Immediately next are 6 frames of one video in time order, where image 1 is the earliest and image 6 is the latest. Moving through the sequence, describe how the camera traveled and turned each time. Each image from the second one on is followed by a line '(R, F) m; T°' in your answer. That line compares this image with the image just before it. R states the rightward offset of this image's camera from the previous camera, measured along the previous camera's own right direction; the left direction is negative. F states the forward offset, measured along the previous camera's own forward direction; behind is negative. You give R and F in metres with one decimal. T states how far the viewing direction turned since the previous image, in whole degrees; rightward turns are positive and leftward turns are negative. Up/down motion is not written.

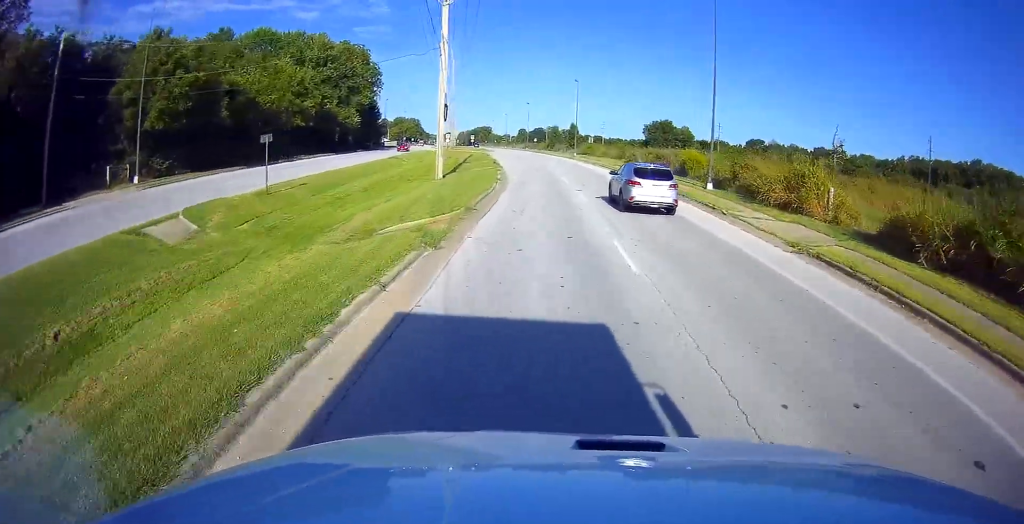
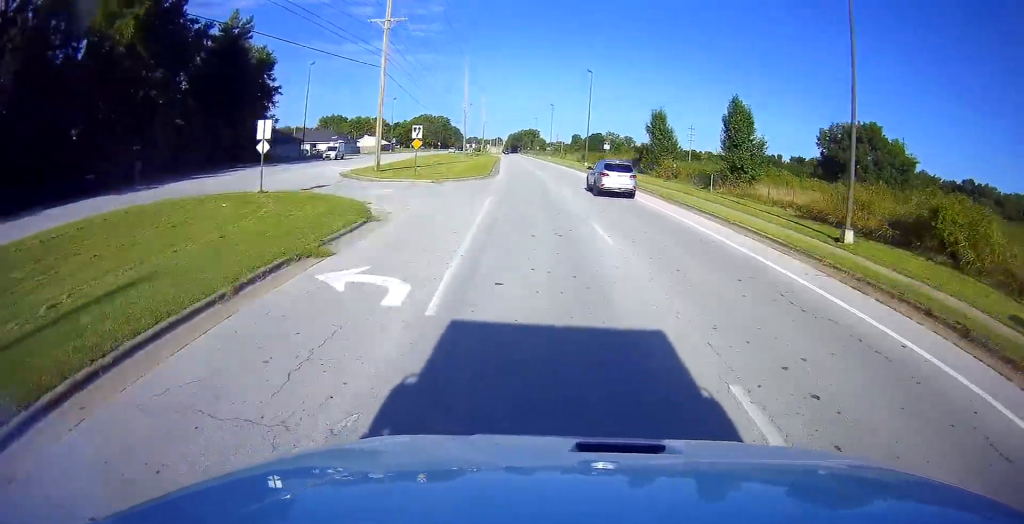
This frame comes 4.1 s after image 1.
(-2.7, +78.2) m; -5°
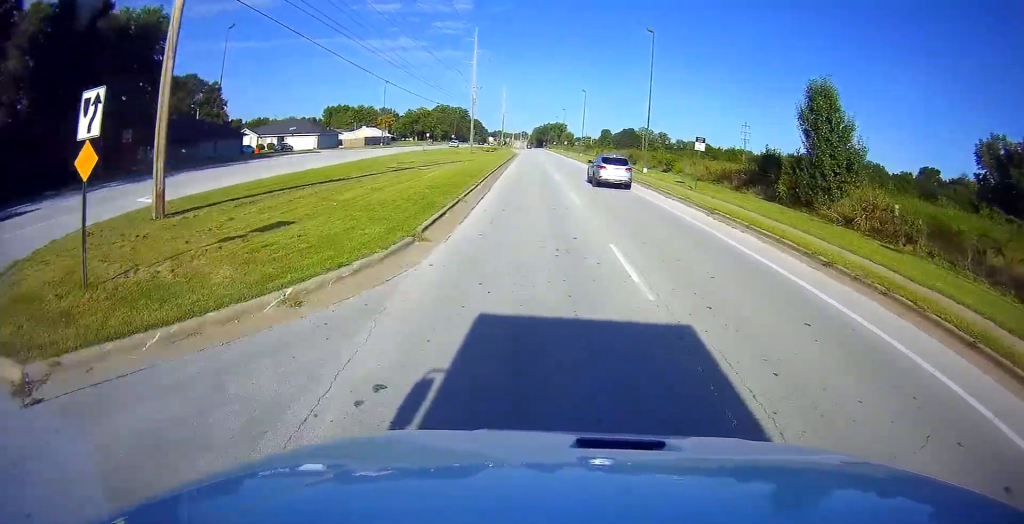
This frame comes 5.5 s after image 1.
(-0.4, +28.3) m; -3°
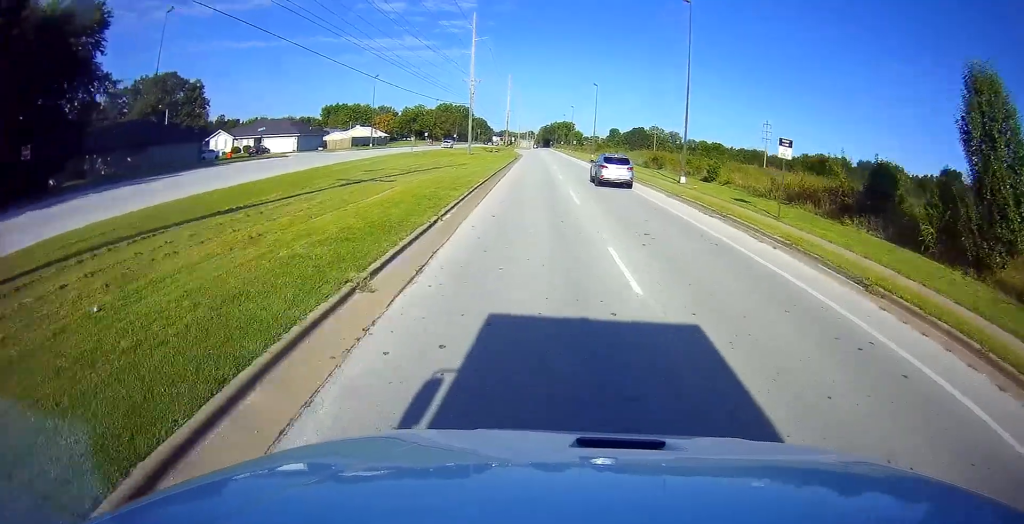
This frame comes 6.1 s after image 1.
(-0.3, +11.2) m; -1°
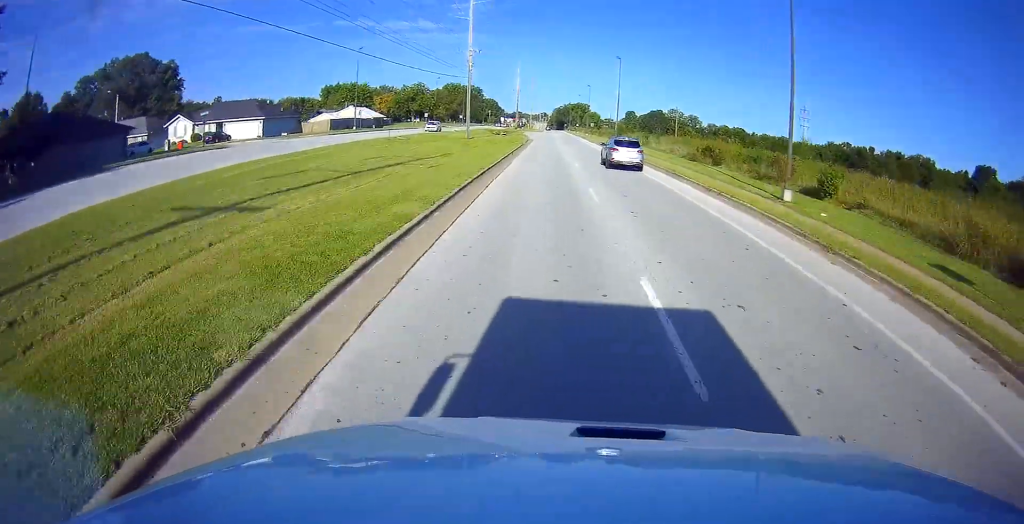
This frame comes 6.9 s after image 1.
(-0.1, +15.2) m; -1°
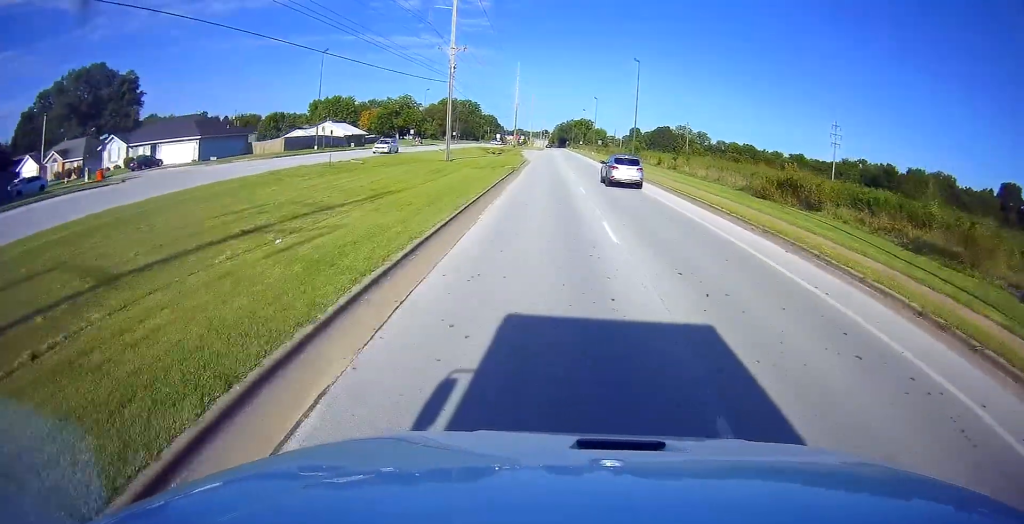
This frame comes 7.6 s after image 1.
(0.0, +15.3) m; -1°
